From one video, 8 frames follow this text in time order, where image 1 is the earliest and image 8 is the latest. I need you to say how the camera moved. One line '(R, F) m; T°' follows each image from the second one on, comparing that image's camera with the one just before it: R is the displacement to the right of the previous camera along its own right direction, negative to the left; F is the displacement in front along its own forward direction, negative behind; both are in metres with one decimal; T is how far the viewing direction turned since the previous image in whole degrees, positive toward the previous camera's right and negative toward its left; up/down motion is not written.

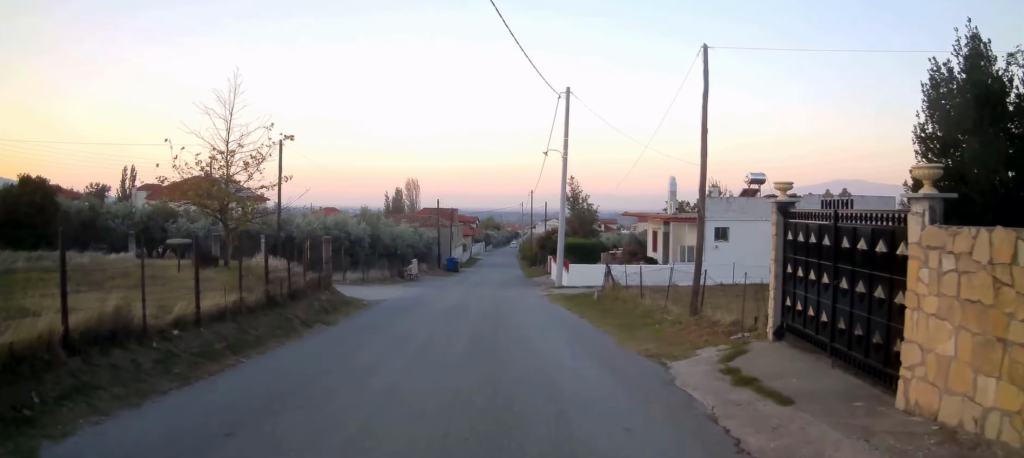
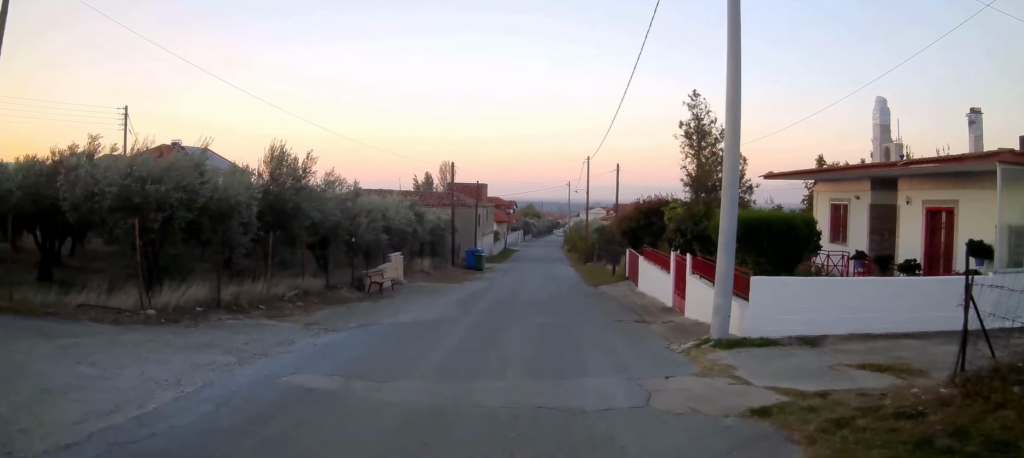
(-0.3, +18.9) m; +1°
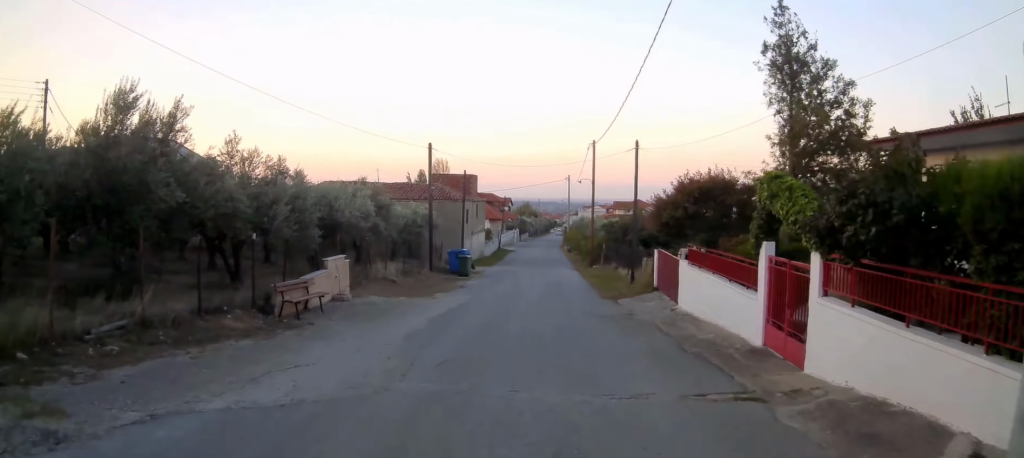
(+0.1, +7.2) m; +1°
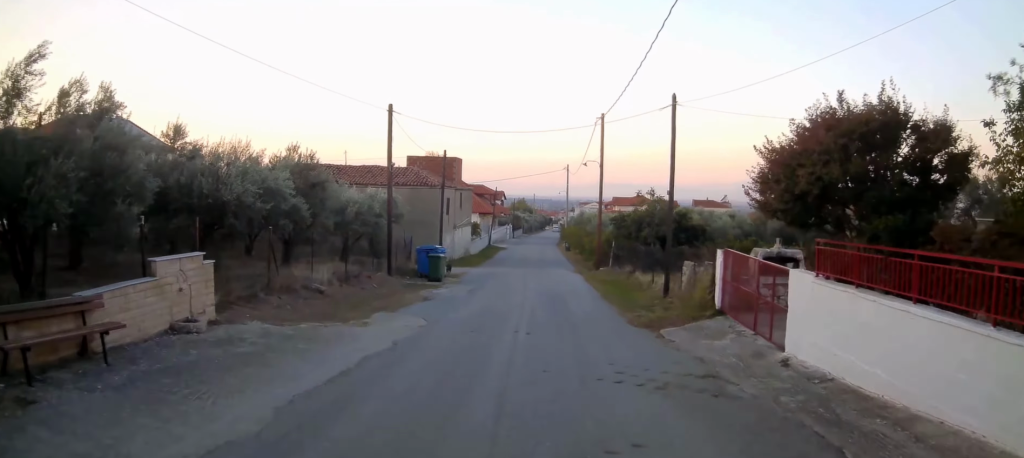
(0.0, +7.8) m; 0°
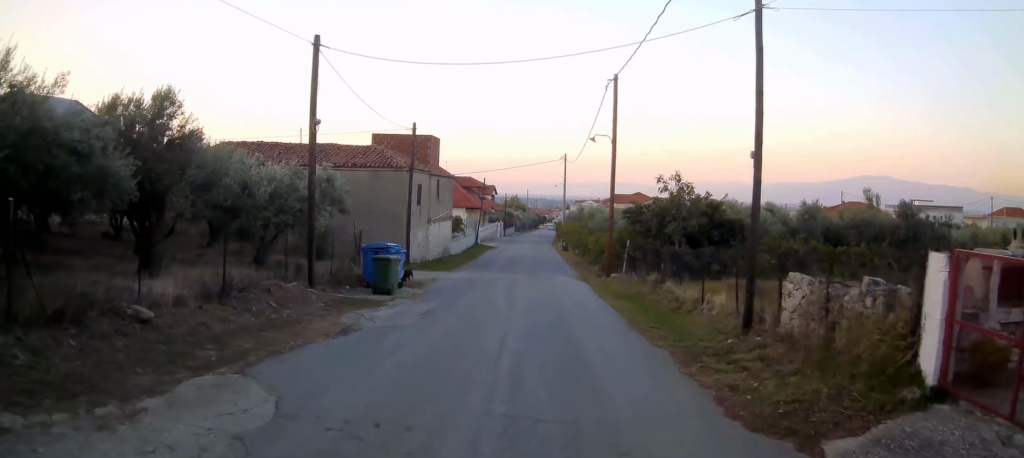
(0.0, +7.6) m; -1°
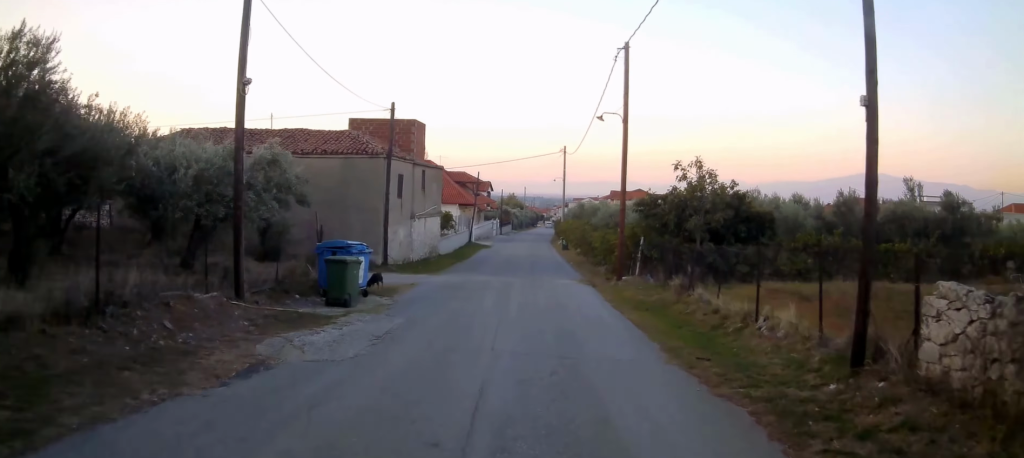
(0.0, +3.9) m; 0°
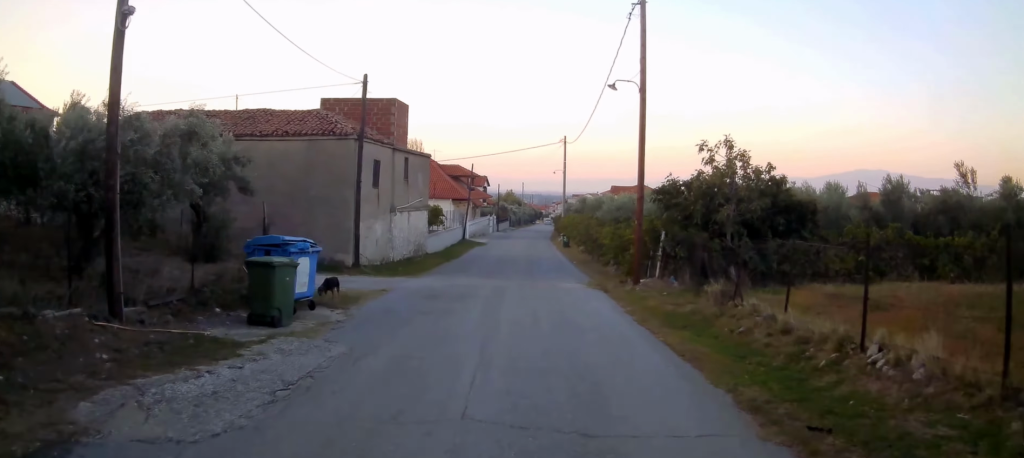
(-0.1, +3.9) m; -1°
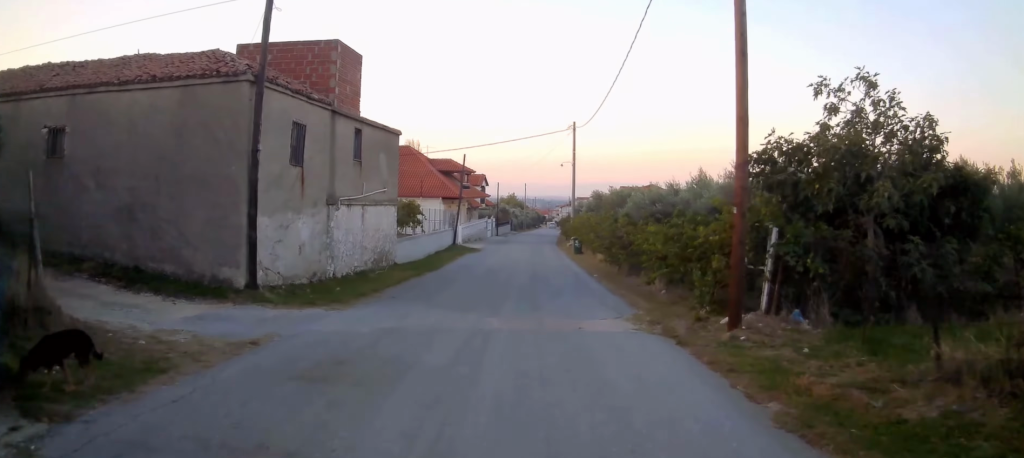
(-0.1, +8.3) m; -1°
